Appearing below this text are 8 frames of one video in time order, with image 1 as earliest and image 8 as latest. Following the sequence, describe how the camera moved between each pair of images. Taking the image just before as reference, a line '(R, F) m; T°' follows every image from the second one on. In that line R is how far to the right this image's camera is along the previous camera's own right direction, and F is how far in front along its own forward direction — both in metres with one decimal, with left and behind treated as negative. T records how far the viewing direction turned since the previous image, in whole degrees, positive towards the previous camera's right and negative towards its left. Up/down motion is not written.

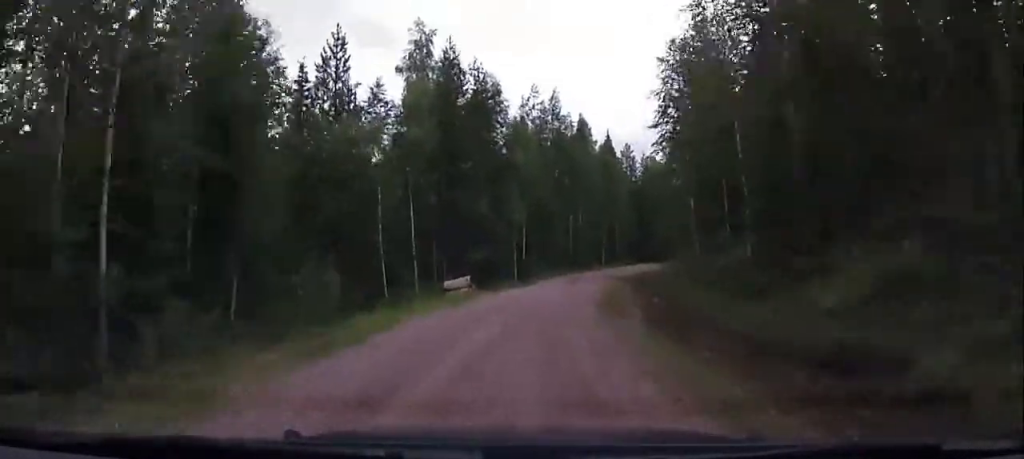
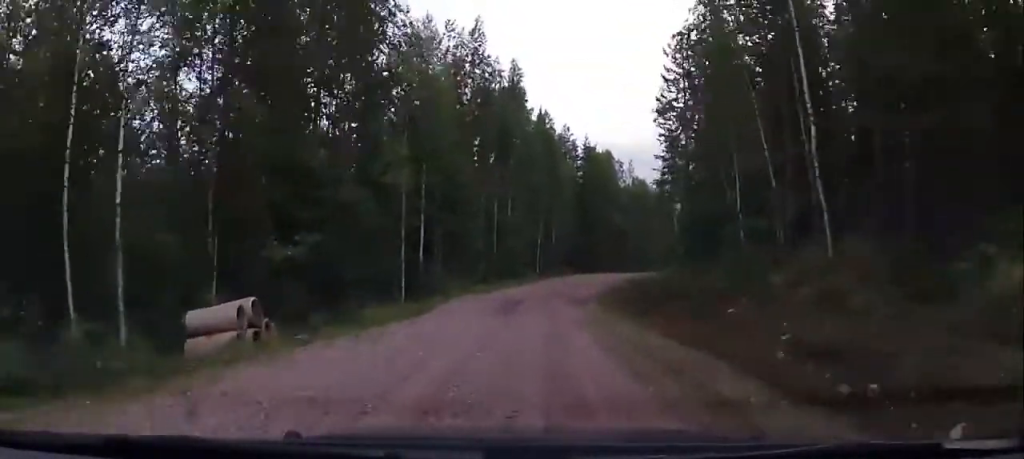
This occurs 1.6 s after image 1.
(+0.8, +19.1) m; +9°
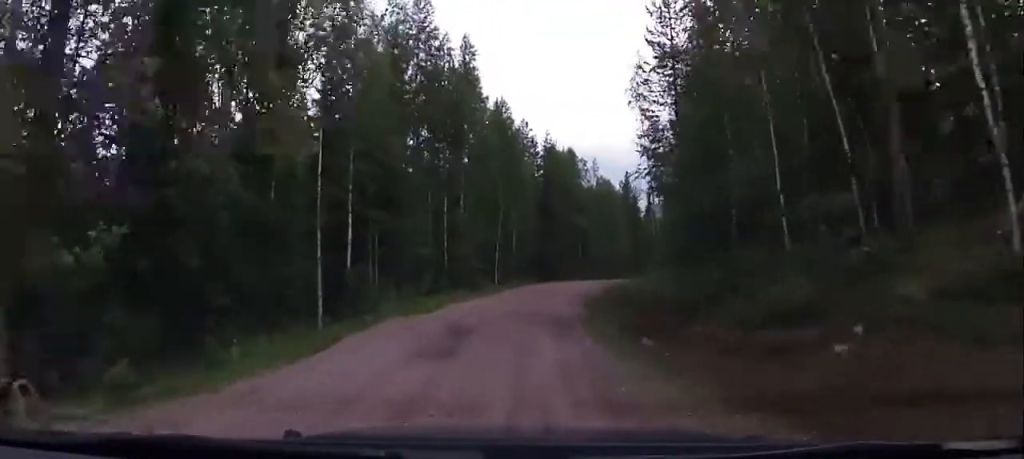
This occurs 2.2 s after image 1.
(+0.3, +6.7) m; +3°
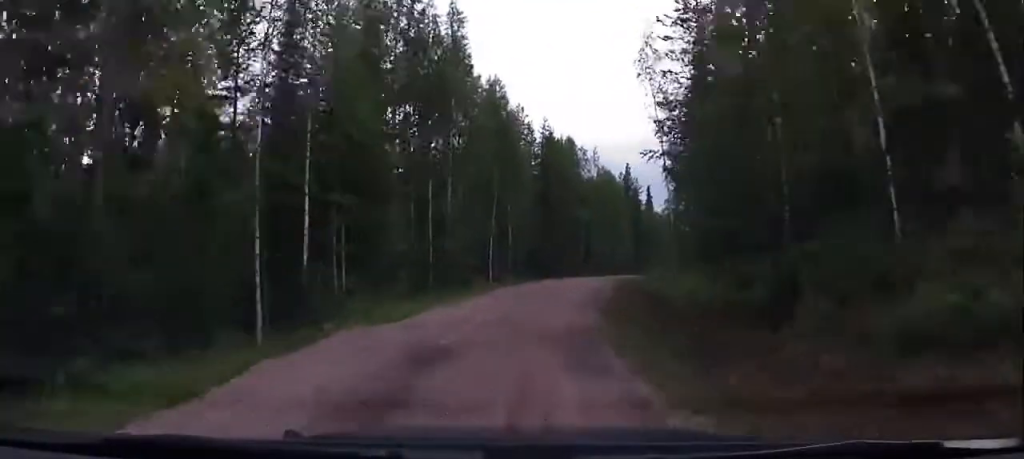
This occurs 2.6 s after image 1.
(+0.4, +5.1) m; +1°
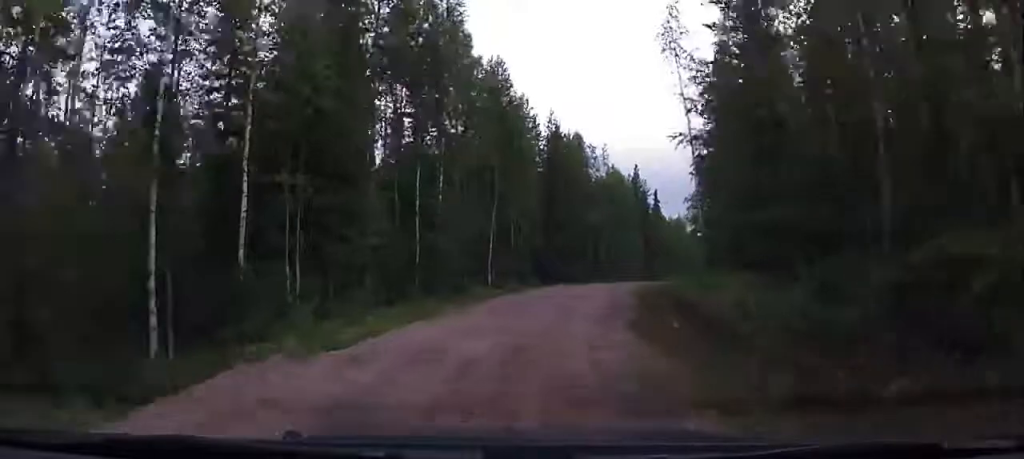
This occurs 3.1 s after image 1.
(0.0, +5.3) m; +1°
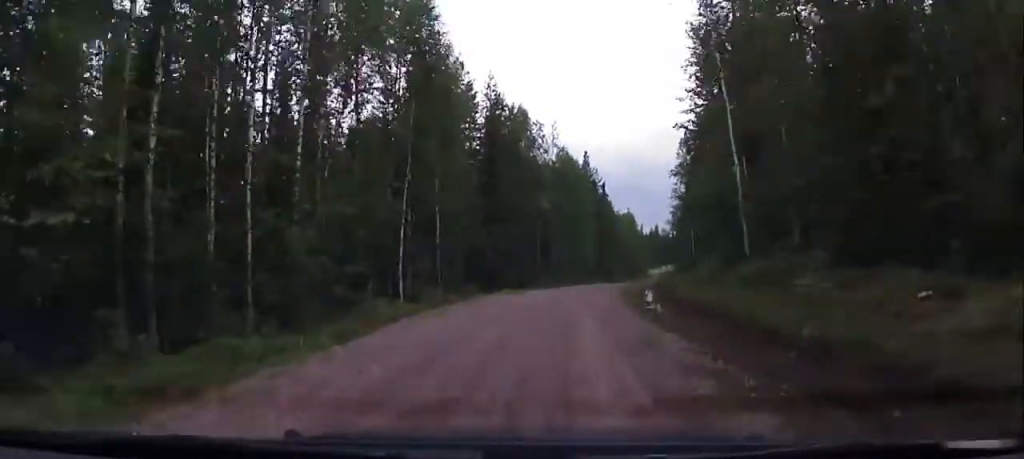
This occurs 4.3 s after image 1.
(0.0, +12.0) m; +3°
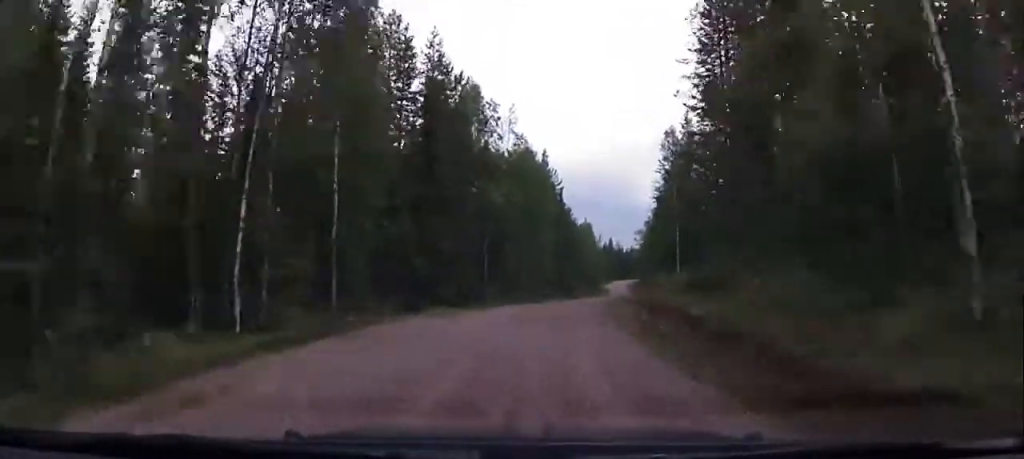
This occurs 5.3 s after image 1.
(+0.5, +10.7) m; +4°
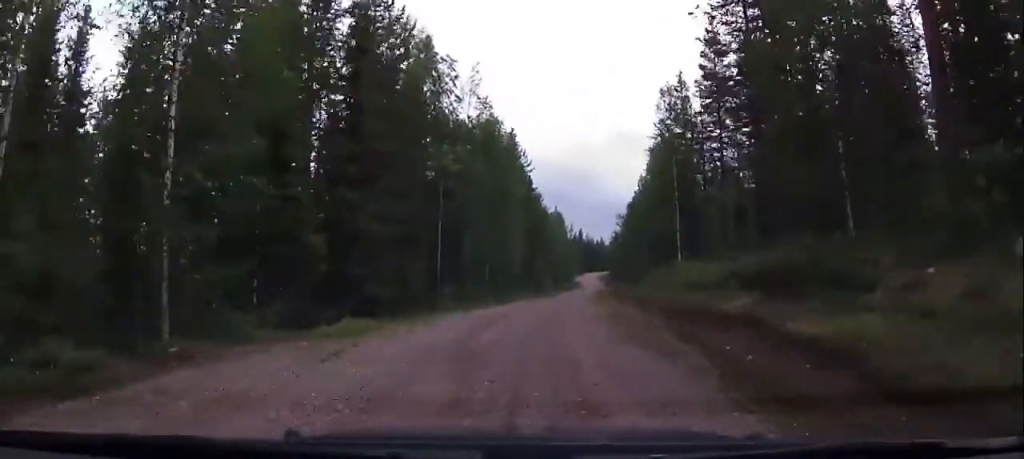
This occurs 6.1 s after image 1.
(+0.2, +9.1) m; +2°
